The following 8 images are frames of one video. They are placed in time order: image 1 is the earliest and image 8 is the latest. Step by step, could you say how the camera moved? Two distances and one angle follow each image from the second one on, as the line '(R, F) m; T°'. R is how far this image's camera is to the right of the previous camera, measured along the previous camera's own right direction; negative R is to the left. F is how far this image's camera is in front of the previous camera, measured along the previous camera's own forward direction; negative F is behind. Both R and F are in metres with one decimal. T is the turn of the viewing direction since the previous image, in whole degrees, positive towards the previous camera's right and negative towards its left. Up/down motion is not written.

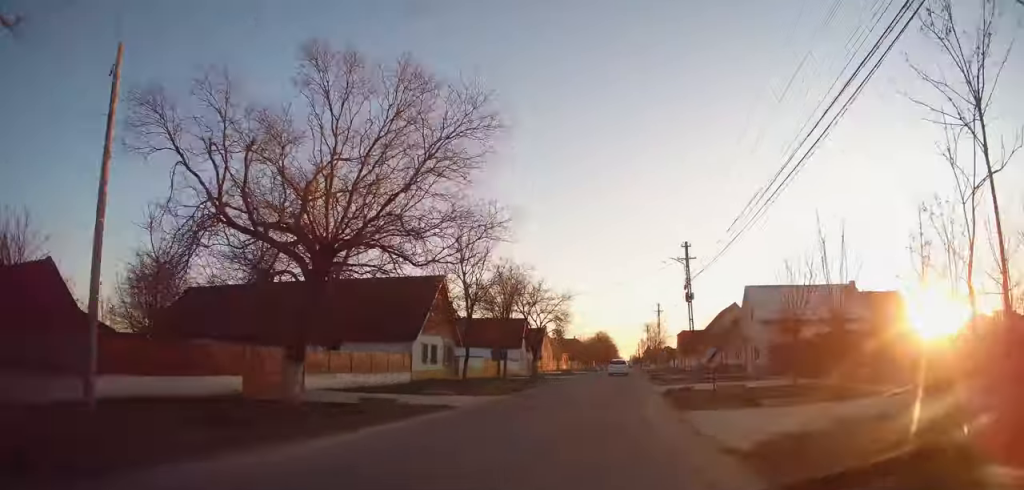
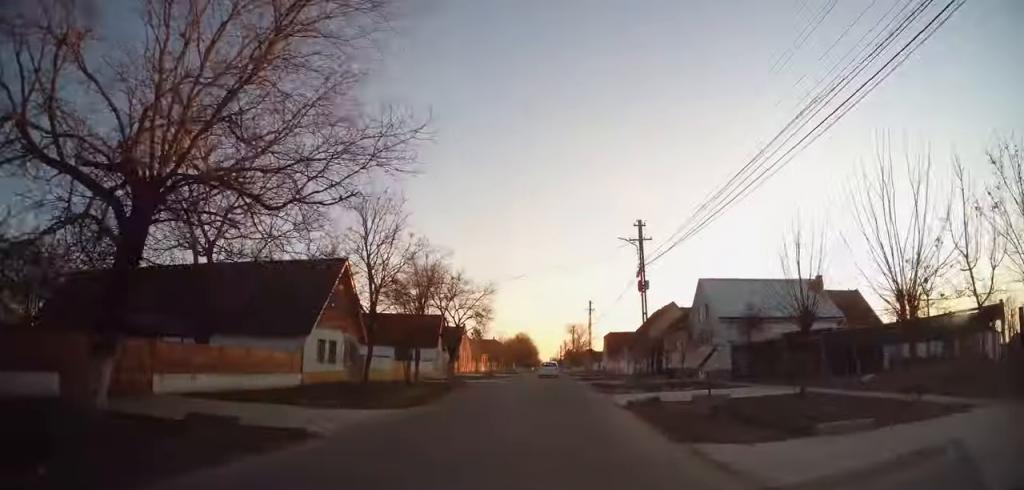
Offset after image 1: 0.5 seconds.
(+0.1, +5.7) m; +6°
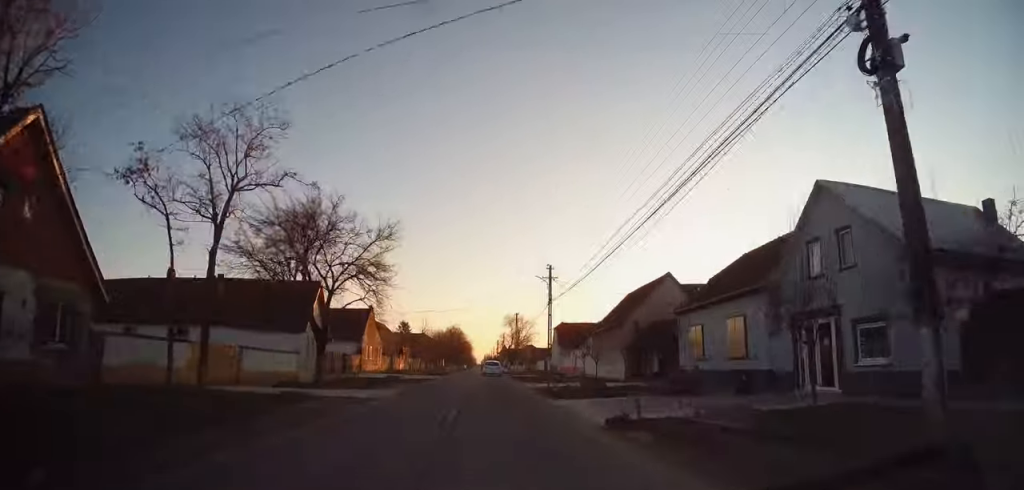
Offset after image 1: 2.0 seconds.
(+3.7, +19.1) m; +14°
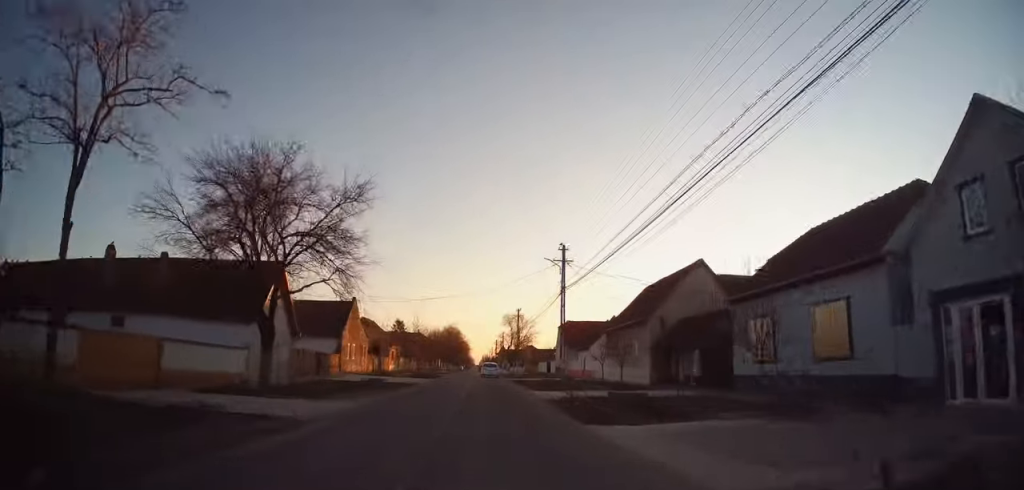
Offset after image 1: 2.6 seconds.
(+0.1, +6.8) m; +1°
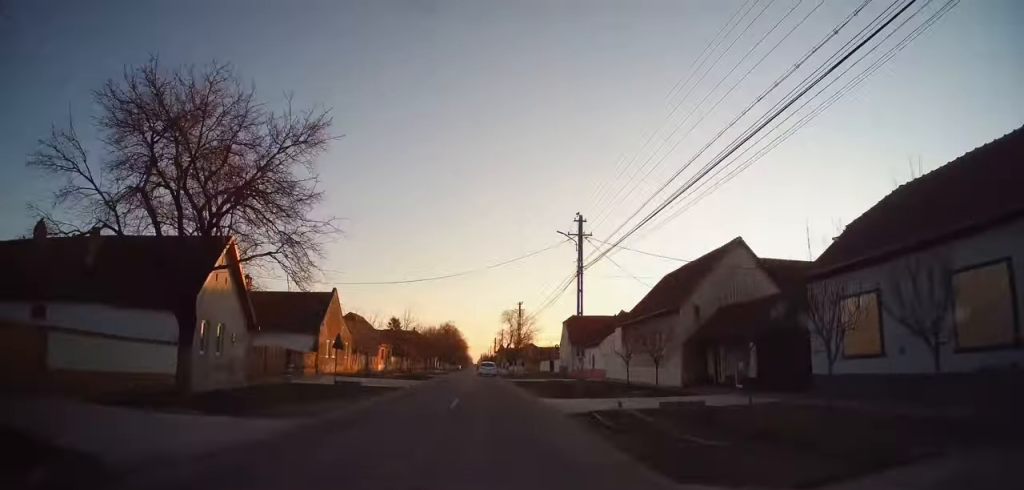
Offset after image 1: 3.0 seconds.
(-0.3, +6.0) m; 0°
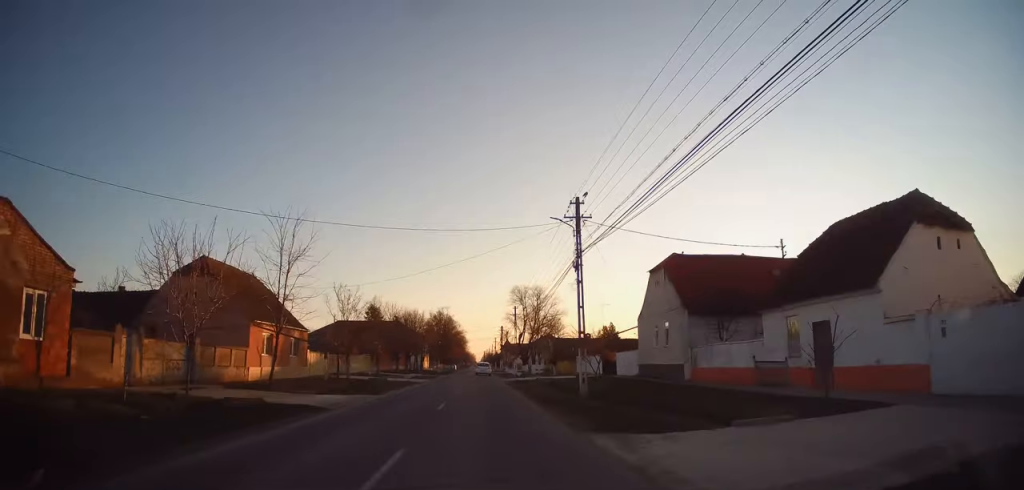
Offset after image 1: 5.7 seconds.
(+1.3, +34.5) m; +2°
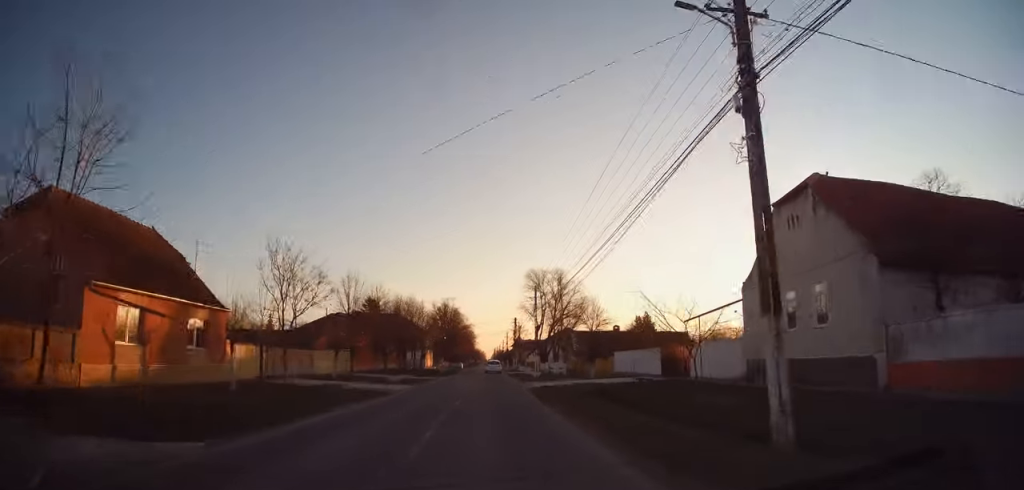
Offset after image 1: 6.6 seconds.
(-0.2, +13.3) m; -1°
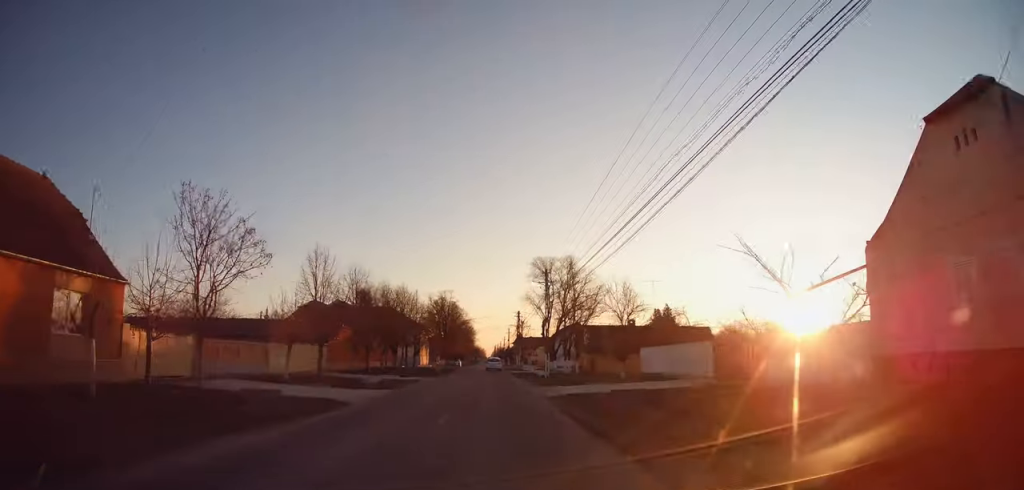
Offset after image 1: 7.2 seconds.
(-0.4, +7.4) m; +1°
